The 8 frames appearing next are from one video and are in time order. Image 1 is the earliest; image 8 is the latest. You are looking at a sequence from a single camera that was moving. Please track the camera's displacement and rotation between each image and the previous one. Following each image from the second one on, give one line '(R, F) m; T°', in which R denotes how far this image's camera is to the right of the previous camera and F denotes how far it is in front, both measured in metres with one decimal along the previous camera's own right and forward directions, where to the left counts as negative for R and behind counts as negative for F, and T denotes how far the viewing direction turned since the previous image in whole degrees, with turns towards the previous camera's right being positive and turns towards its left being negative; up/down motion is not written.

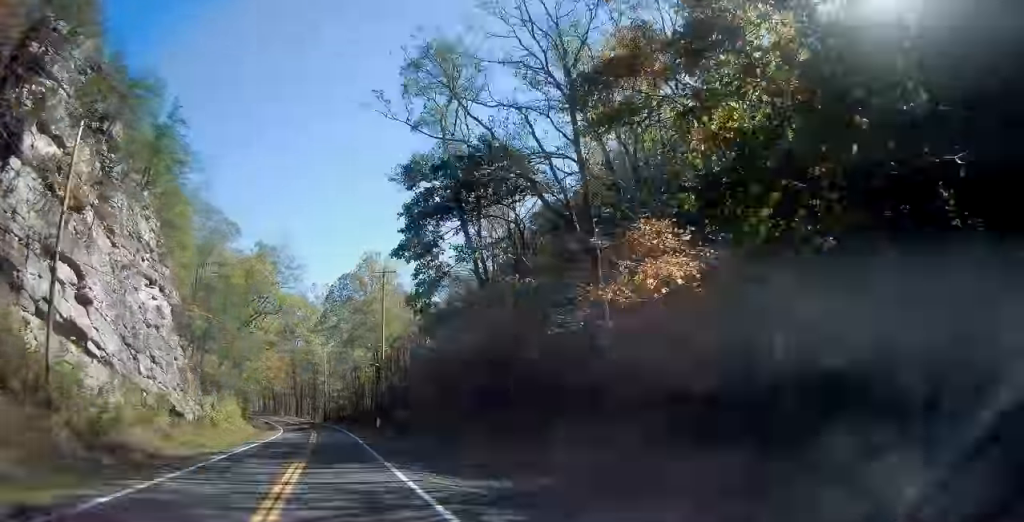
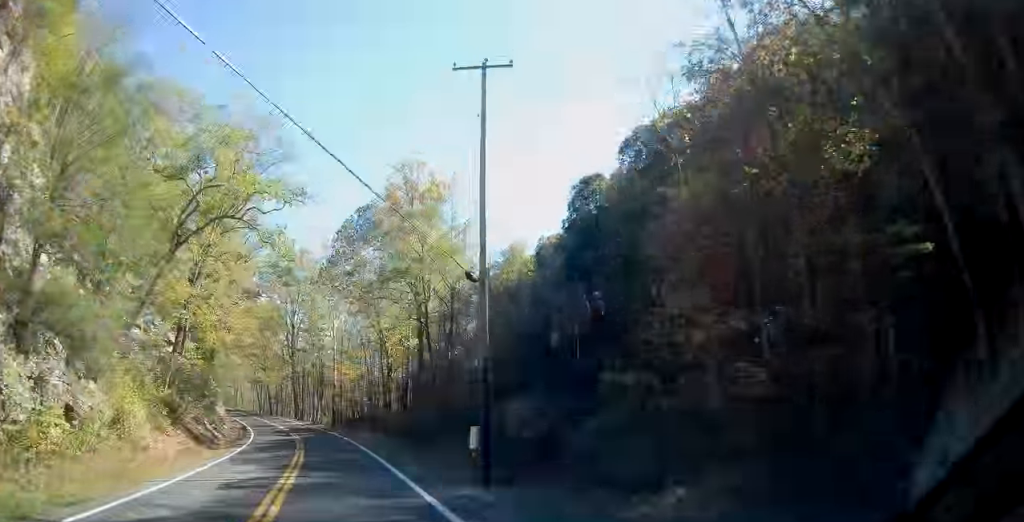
(-3.1, +35.1) m; -7°
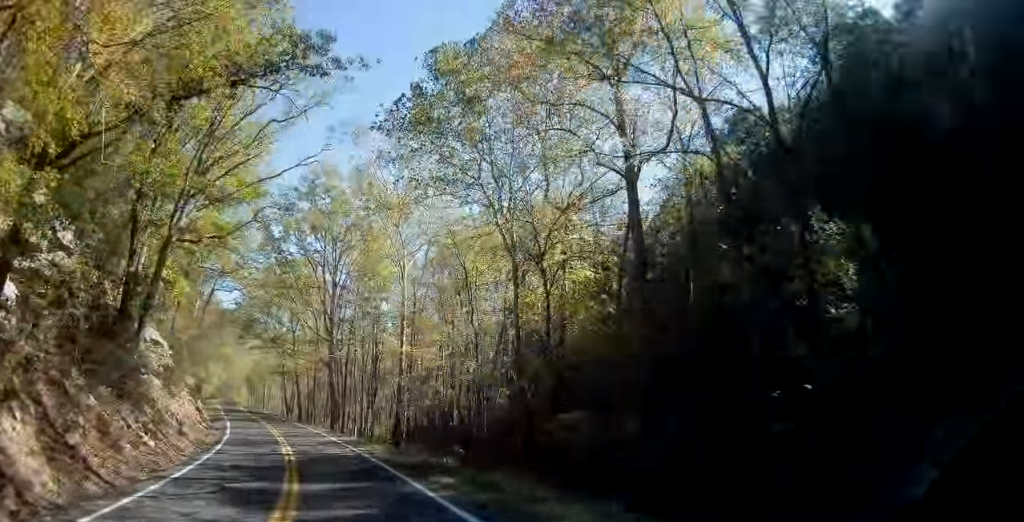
(-1.1, +33.5) m; -5°
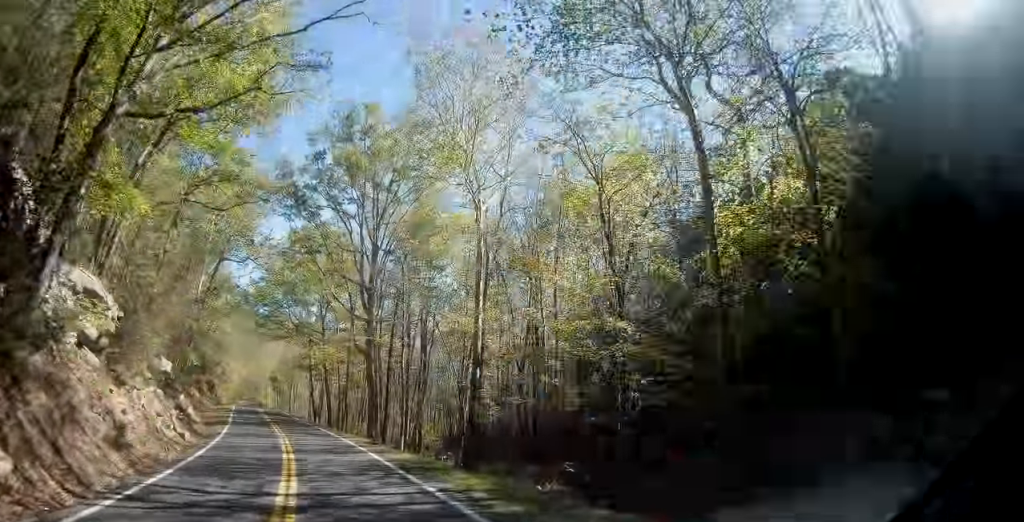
(-0.3, +13.7) m; -3°
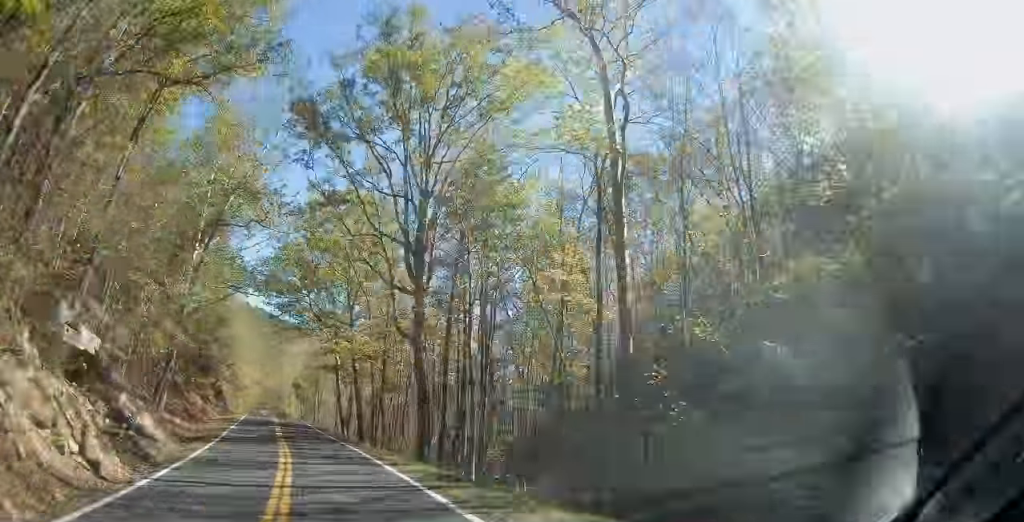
(-0.3, +13.0) m; -4°
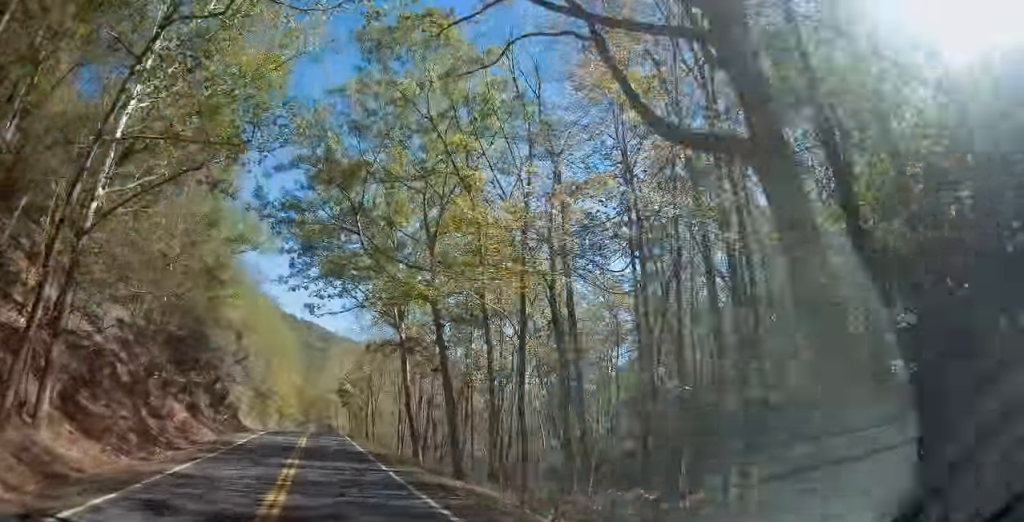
(-1.2, +24.5) m; -3°
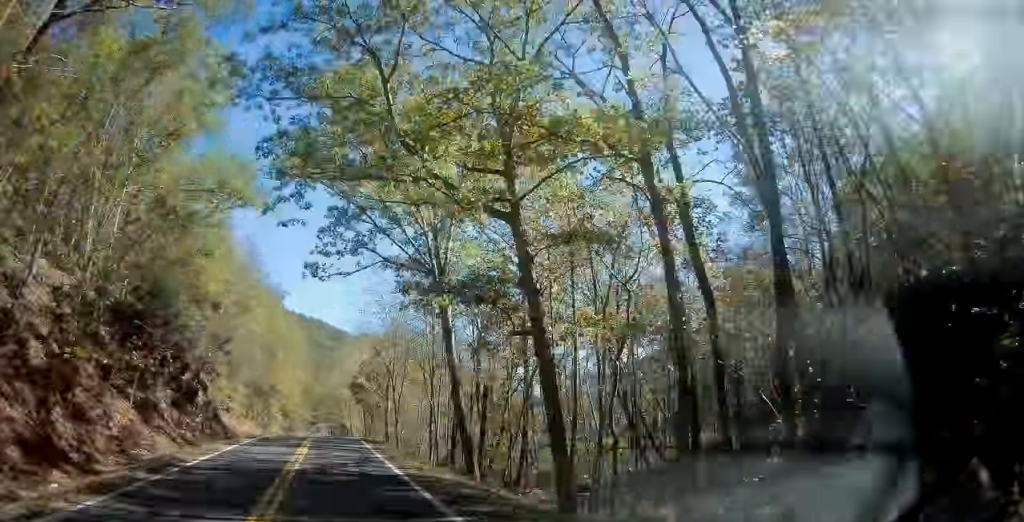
(0.0, +13.0) m; 0°
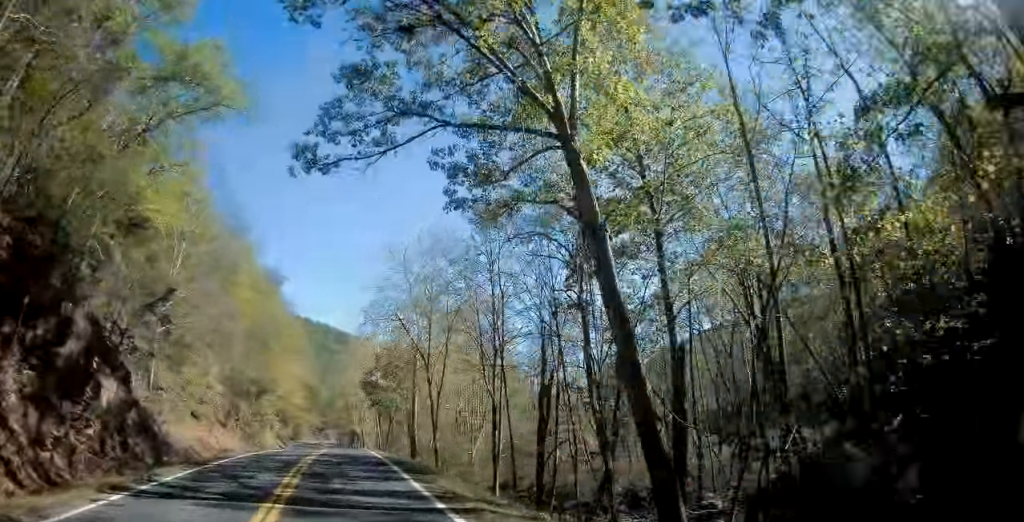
(-0.1, +16.6) m; -1°
